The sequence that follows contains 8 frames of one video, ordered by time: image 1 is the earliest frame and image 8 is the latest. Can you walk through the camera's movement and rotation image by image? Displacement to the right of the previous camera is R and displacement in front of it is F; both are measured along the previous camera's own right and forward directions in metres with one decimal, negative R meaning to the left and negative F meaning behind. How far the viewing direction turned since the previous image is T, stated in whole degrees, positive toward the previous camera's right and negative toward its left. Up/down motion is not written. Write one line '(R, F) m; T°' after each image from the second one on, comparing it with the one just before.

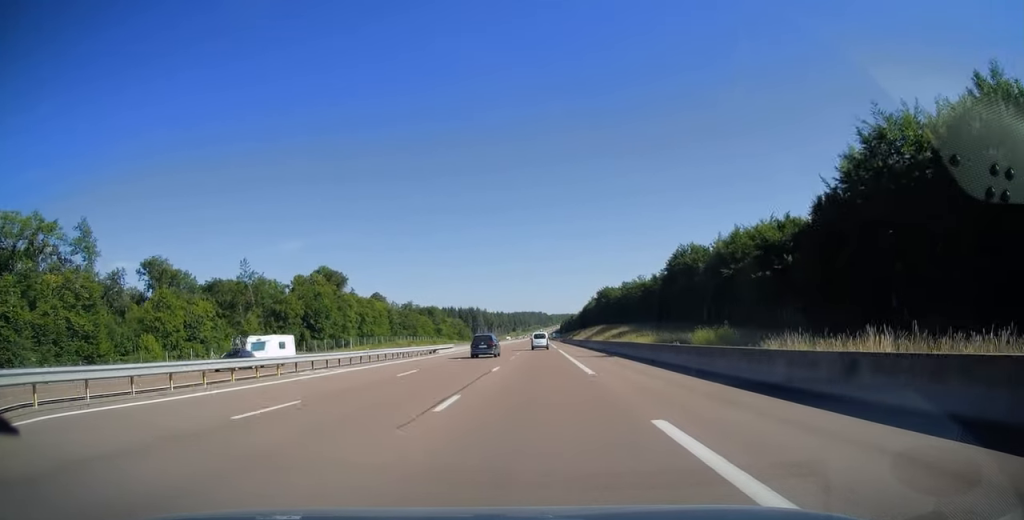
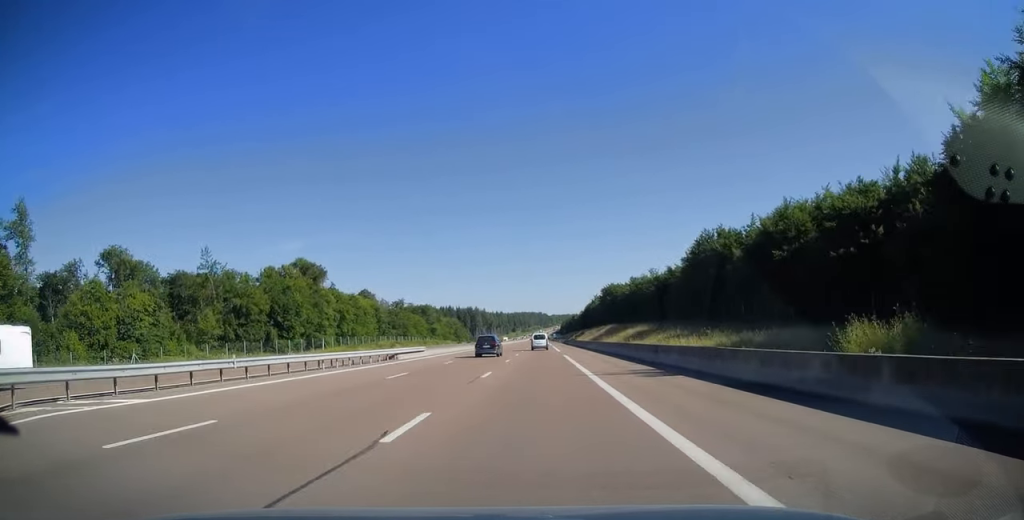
(+0.1, +16.6) m; 0°
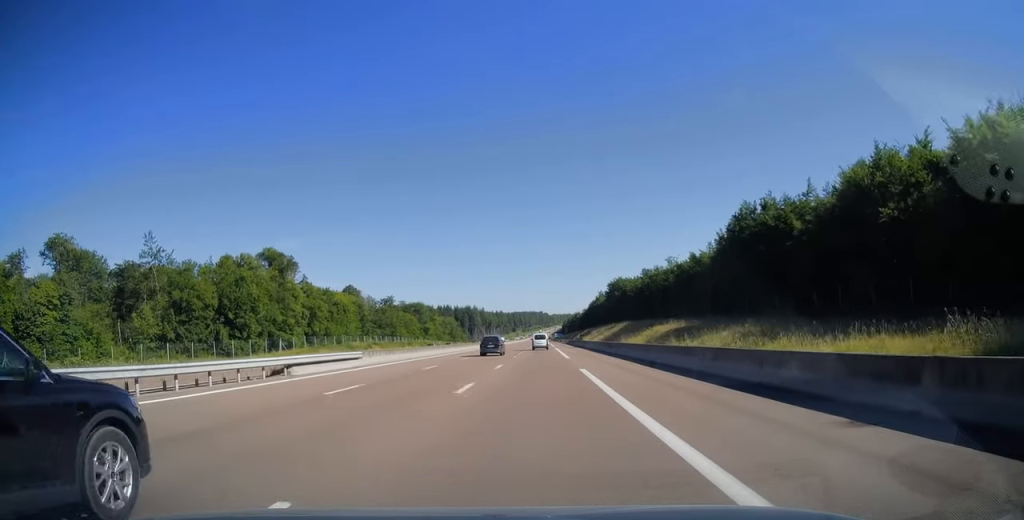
(0.0, +19.2) m; 0°
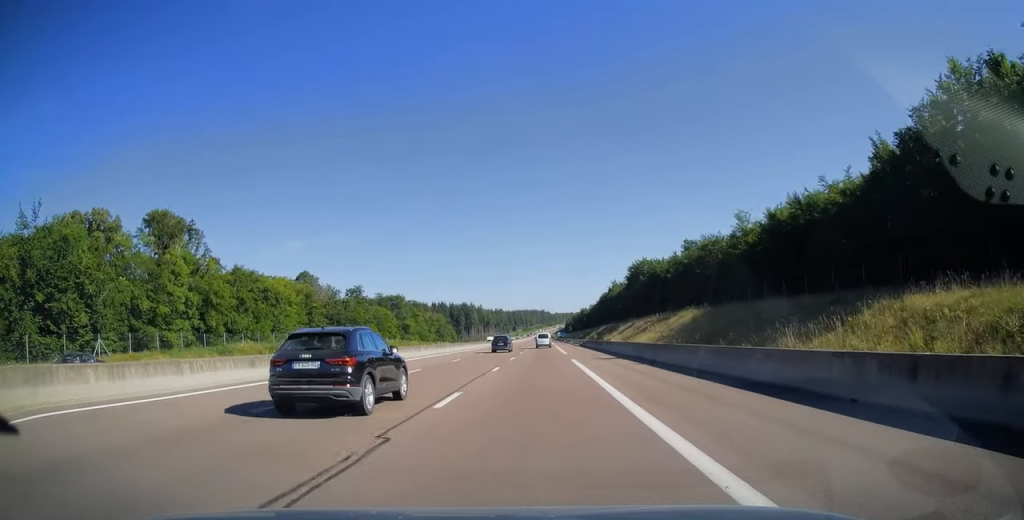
(0.0, +42.9) m; 0°
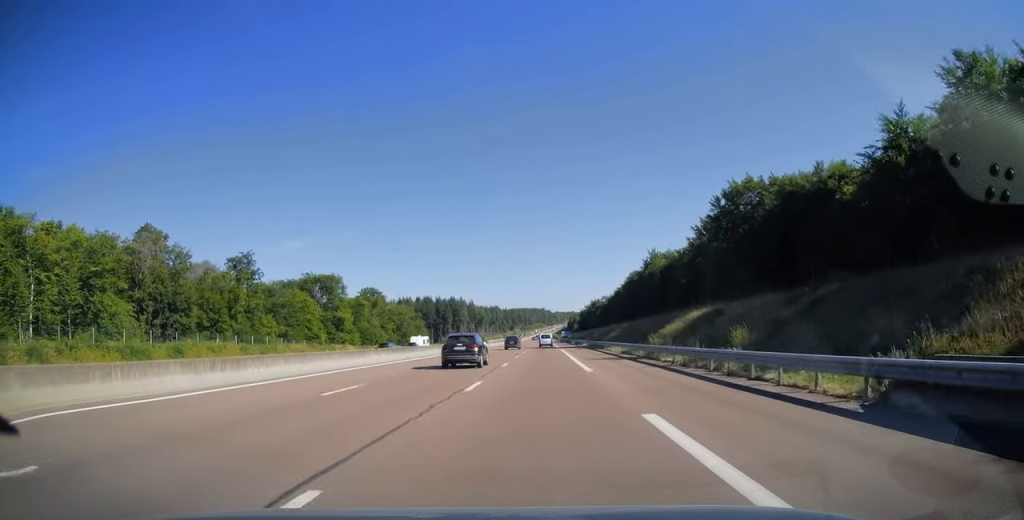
(-0.1, +75.6) m; 0°
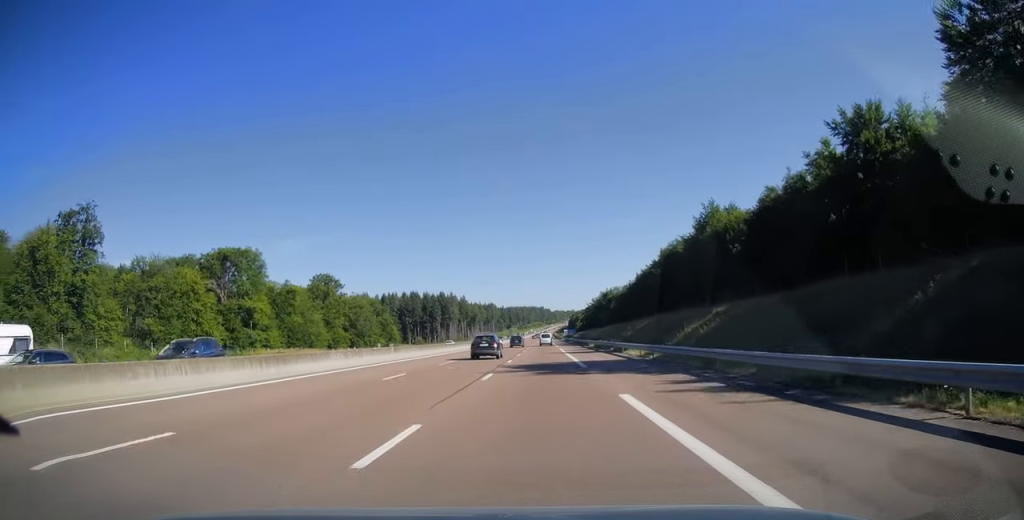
(0.0, +48.7) m; 0°
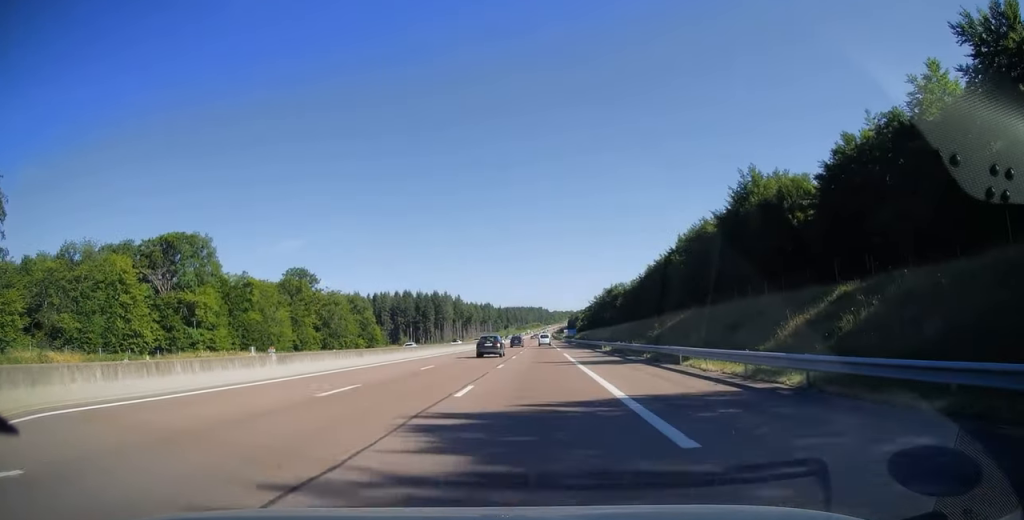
(0.0, +18.8) m; 0°
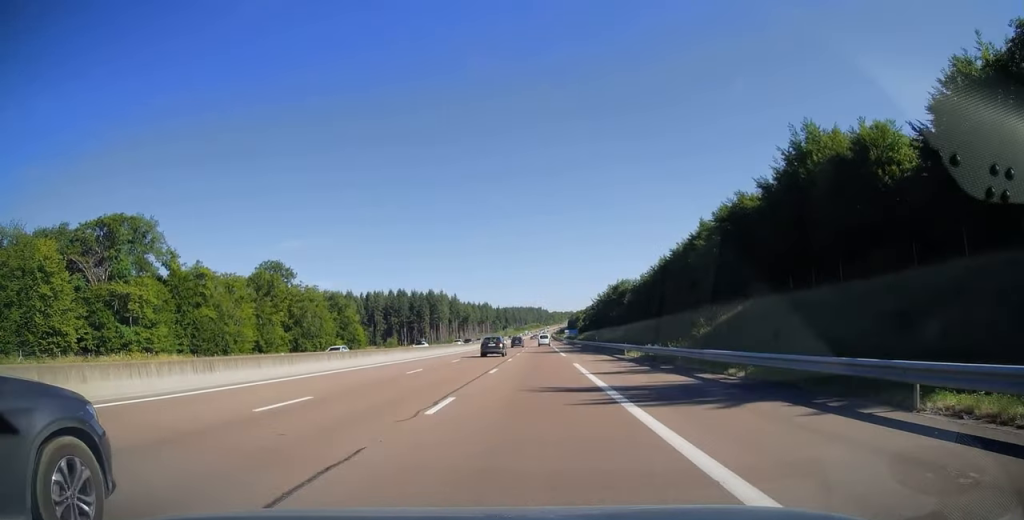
(0.0, +16.2) m; 0°
